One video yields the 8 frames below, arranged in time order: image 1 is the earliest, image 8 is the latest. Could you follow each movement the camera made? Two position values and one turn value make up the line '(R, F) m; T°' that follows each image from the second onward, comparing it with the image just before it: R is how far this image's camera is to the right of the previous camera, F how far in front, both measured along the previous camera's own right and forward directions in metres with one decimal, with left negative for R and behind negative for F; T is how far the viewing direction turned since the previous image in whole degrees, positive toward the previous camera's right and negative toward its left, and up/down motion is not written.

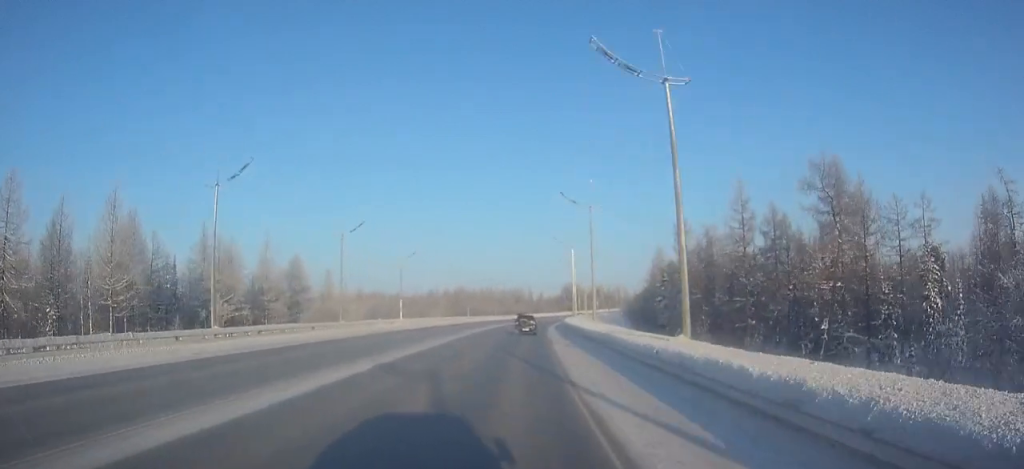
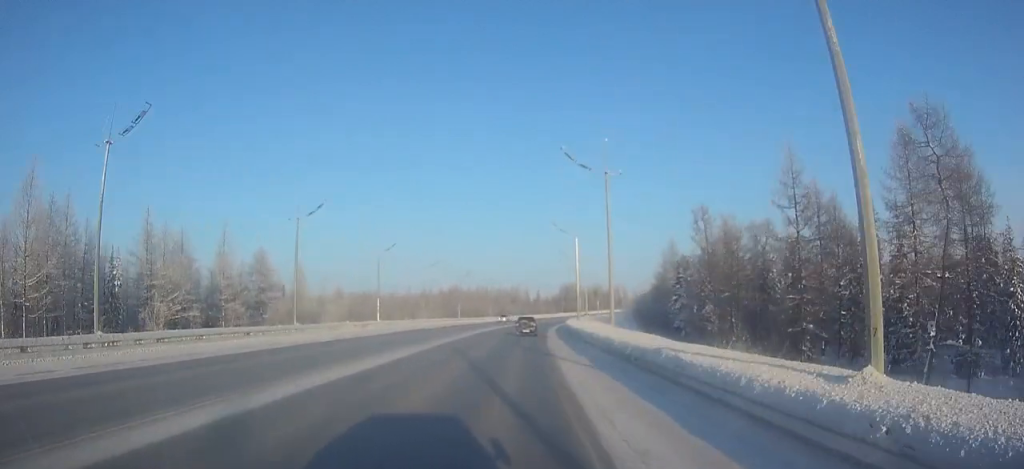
(0.0, +11.0) m; 0°
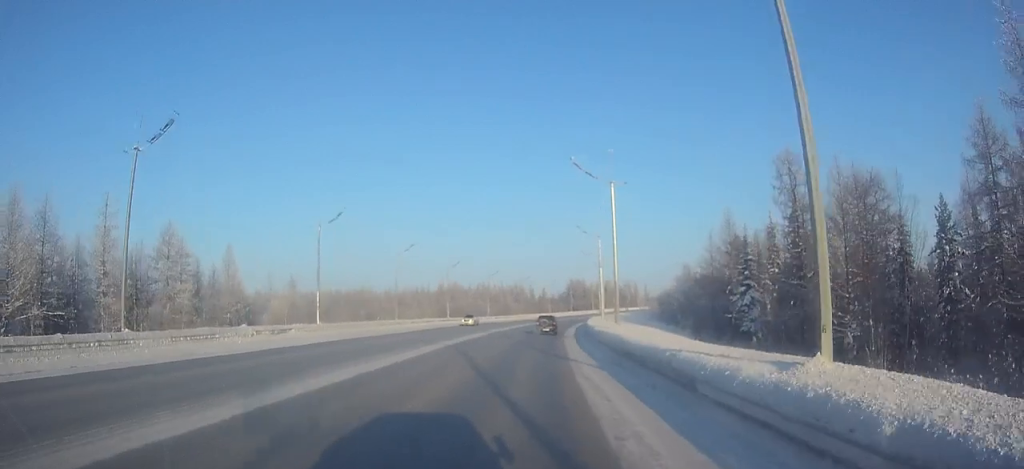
(+0.1, +23.1) m; +1°
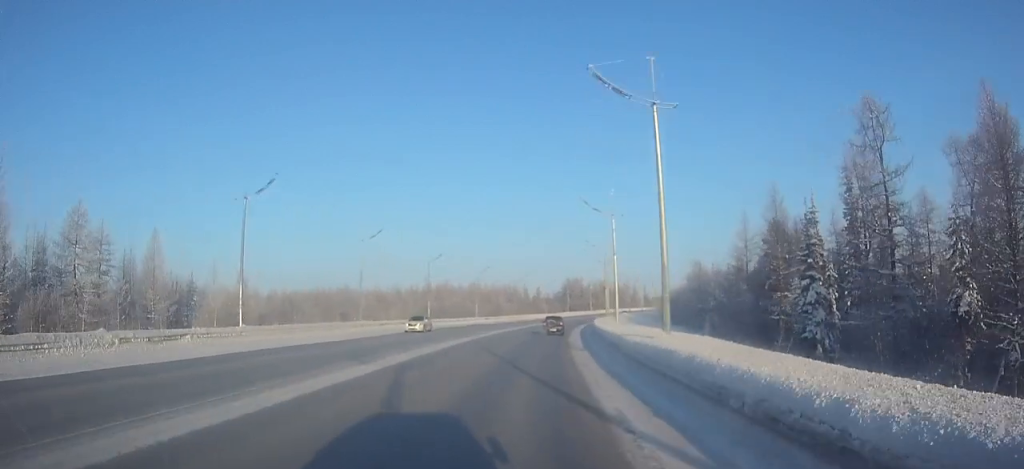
(+0.2, +13.8) m; +1°
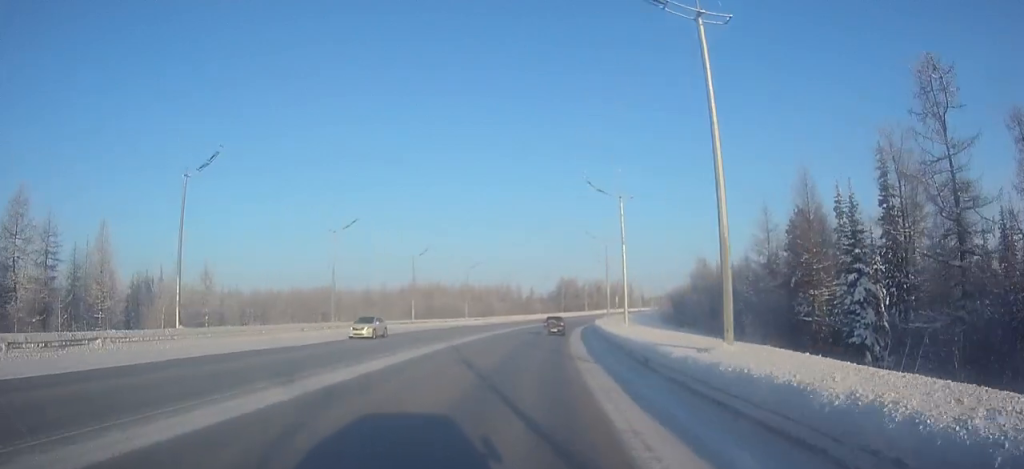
(0.0, +7.2) m; +1°
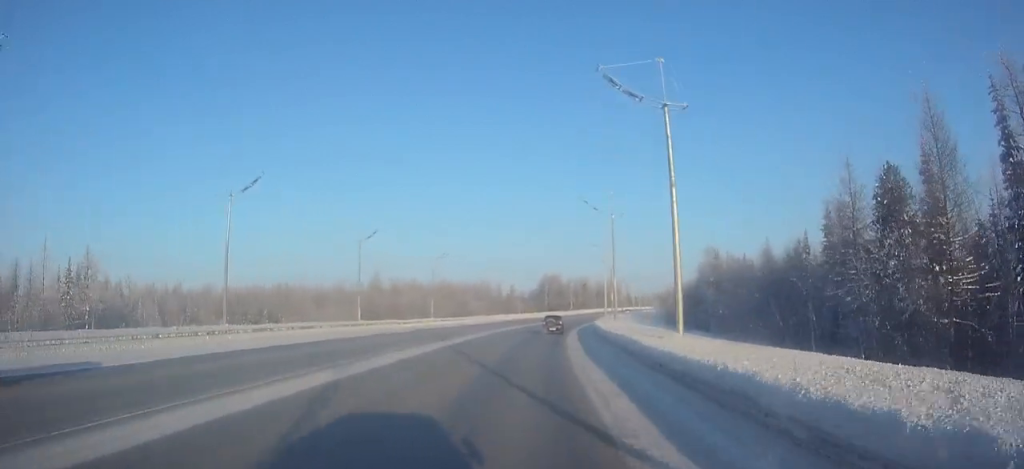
(+0.3, +17.7) m; +1°
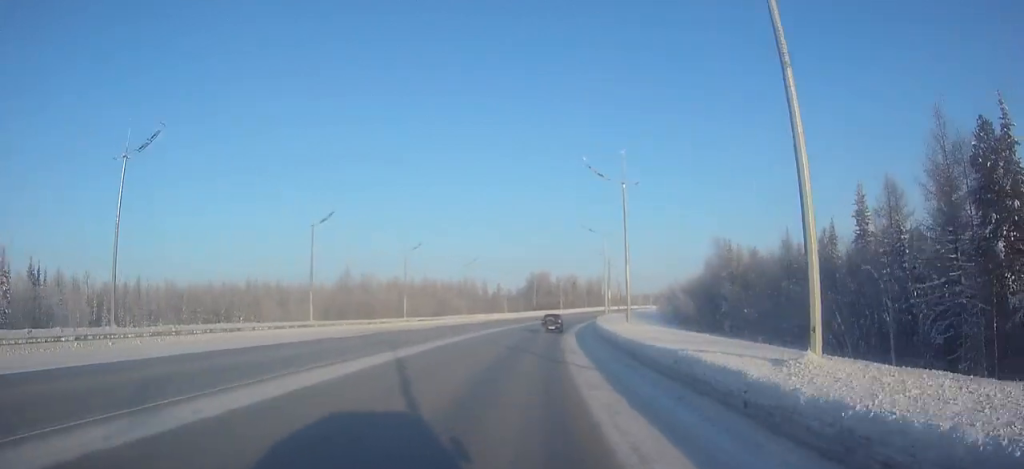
(0.0, +11.1) m; +1°
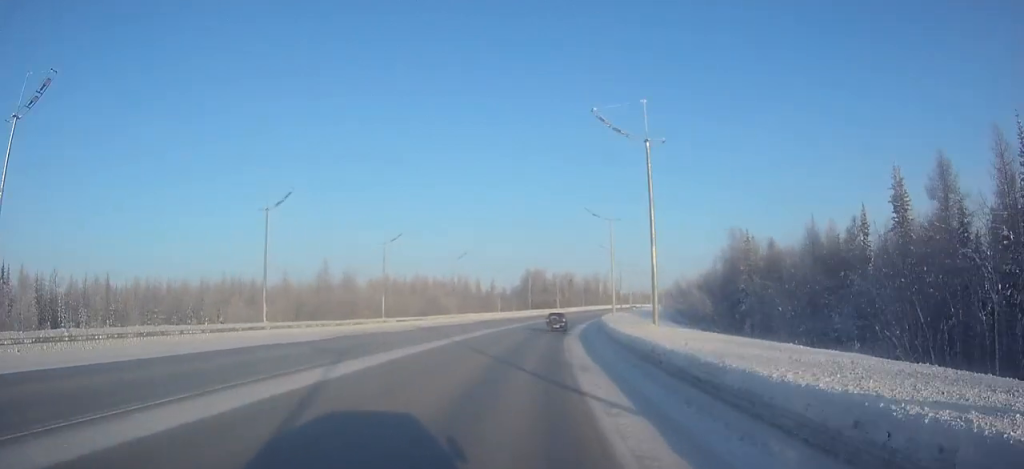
(+0.1, +8.9) m; +1°
